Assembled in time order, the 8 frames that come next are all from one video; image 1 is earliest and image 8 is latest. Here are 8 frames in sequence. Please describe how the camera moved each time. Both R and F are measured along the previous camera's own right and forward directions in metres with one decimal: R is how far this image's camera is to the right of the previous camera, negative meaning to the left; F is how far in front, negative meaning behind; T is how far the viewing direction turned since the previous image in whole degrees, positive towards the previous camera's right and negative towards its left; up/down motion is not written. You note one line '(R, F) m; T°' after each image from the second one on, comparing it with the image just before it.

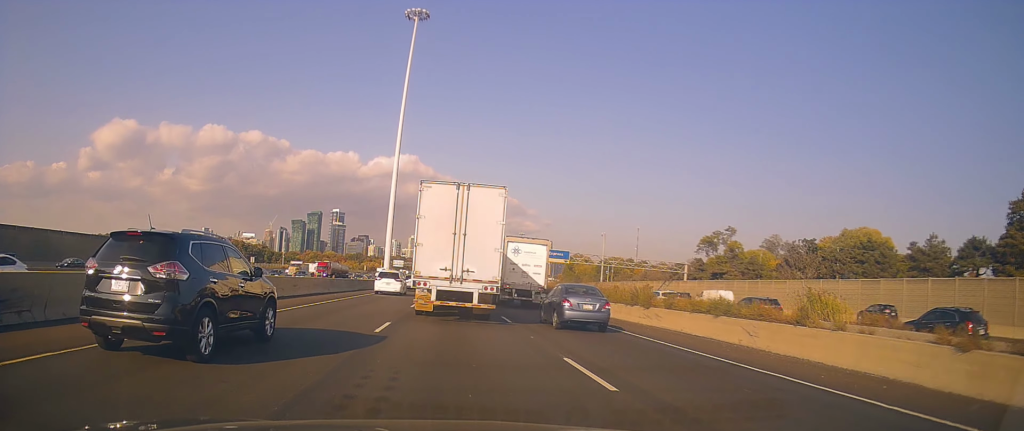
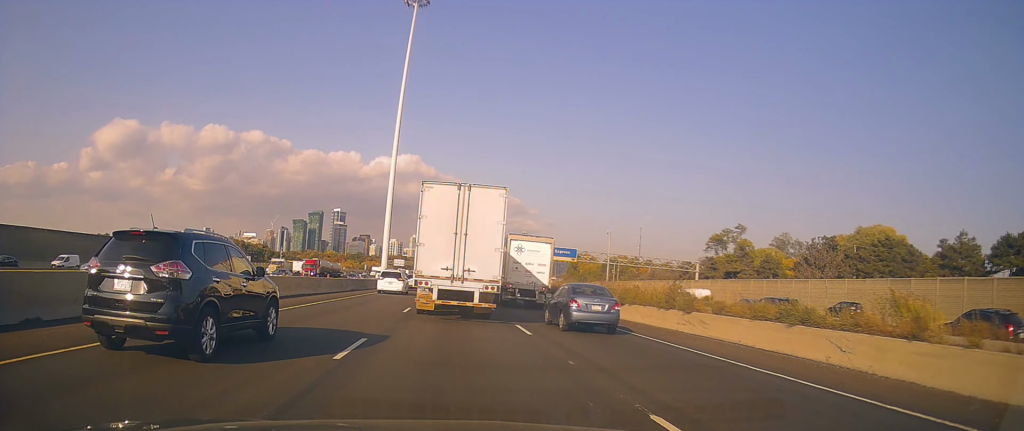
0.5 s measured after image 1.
(0.0, +4.5) m; +1°
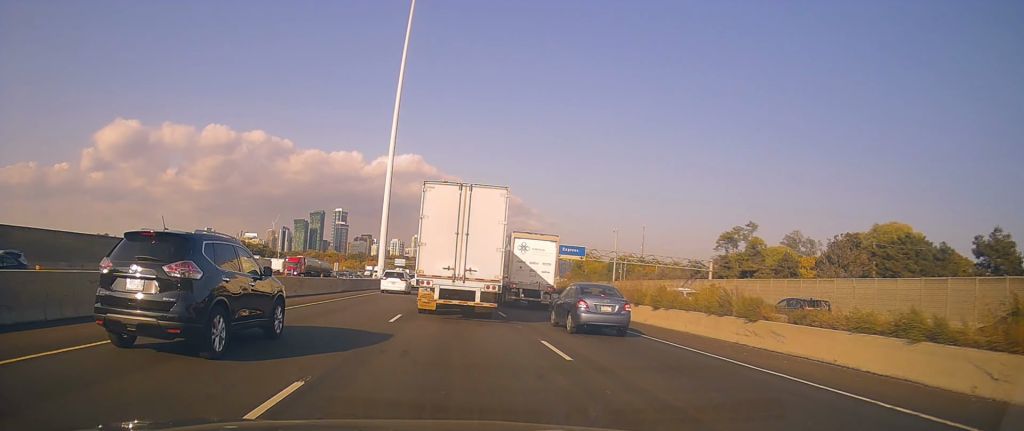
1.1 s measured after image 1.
(0.0, +4.8) m; +2°
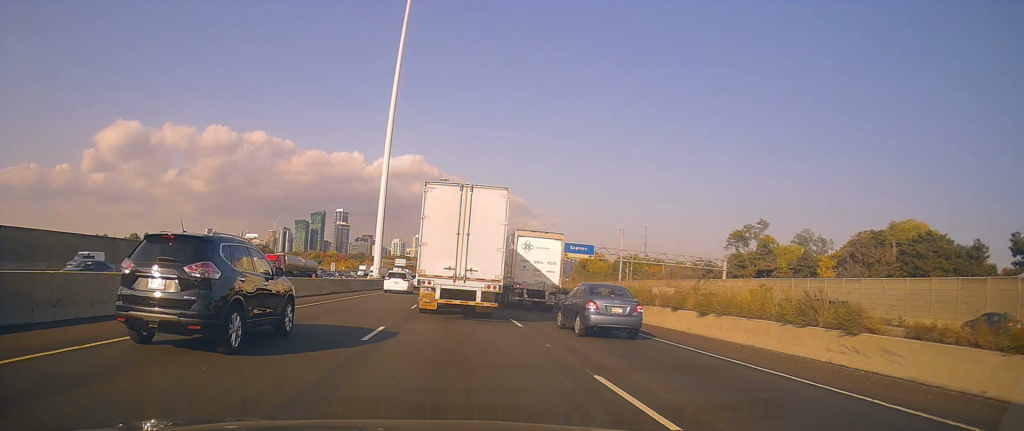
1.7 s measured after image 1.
(+0.2, +4.8) m; -1°
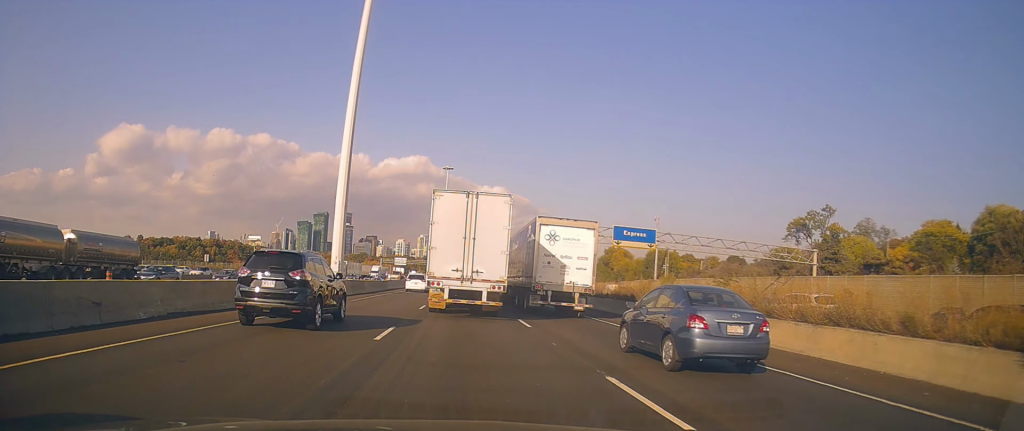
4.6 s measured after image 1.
(-1.6, +24.2) m; -3°
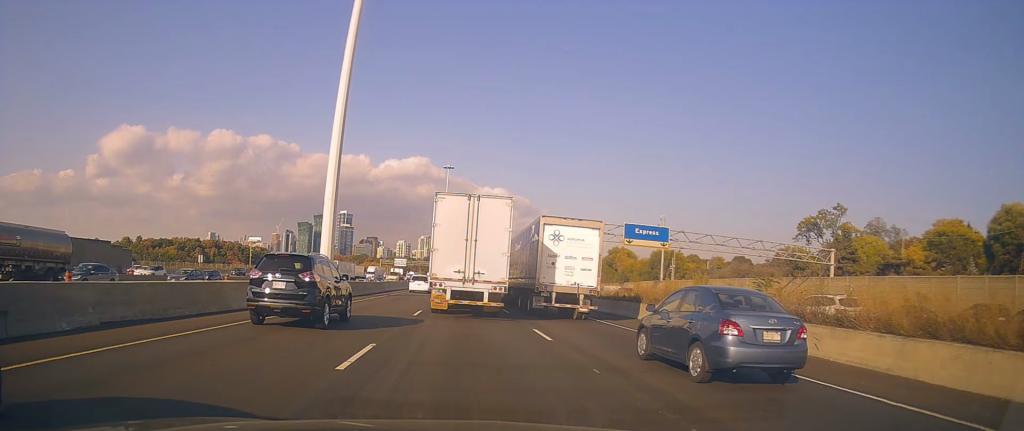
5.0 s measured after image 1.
(-0.1, +3.6) m; +2°
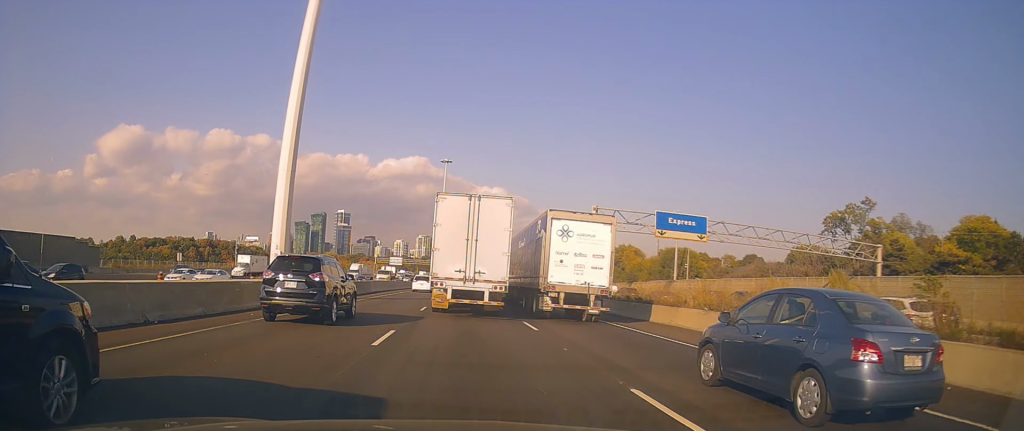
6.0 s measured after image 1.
(+0.6, +8.9) m; +2°
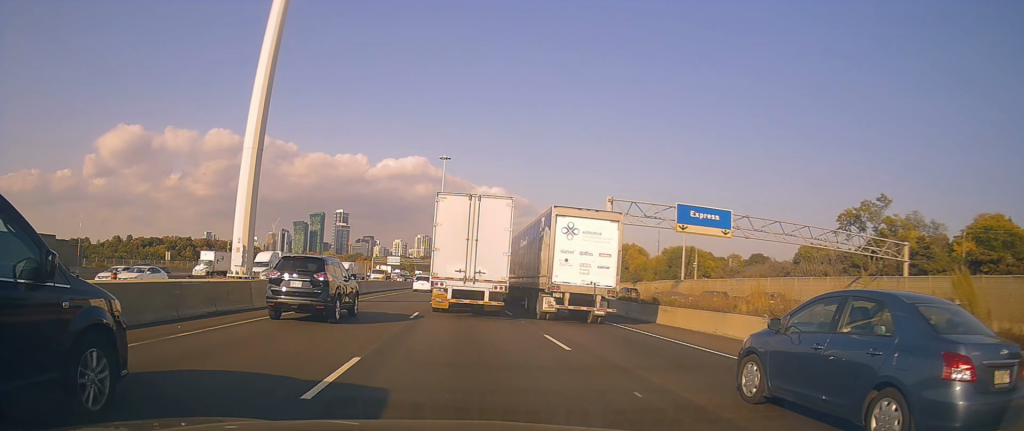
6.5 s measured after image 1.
(-0.1, +4.6) m; -1°
